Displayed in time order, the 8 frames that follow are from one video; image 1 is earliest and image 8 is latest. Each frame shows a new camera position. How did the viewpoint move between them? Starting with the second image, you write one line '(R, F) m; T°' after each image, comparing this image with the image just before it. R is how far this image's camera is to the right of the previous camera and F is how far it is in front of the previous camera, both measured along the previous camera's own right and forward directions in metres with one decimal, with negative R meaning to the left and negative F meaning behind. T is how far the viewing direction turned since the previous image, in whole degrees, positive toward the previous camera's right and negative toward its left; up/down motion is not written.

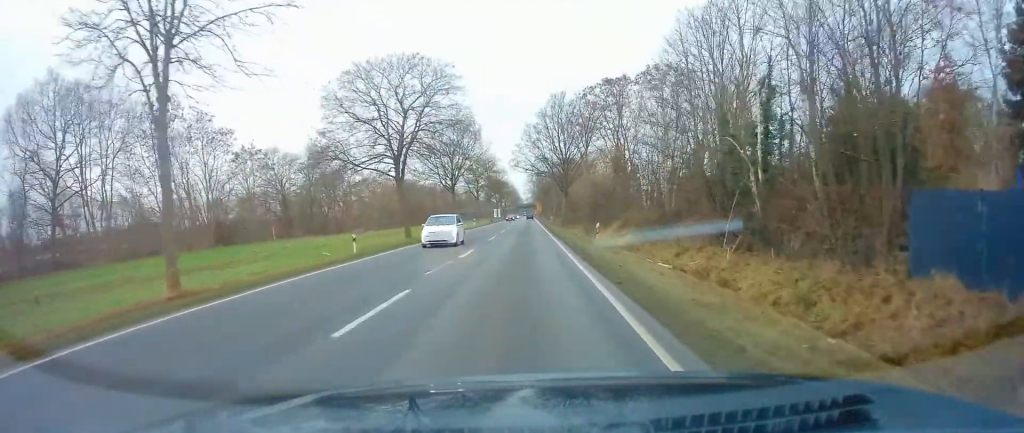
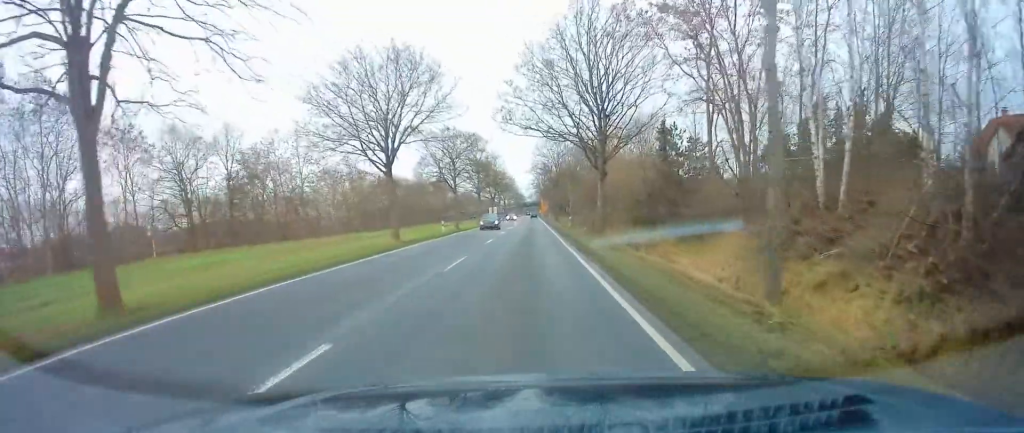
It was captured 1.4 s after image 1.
(+0.1, +29.1) m; -2°
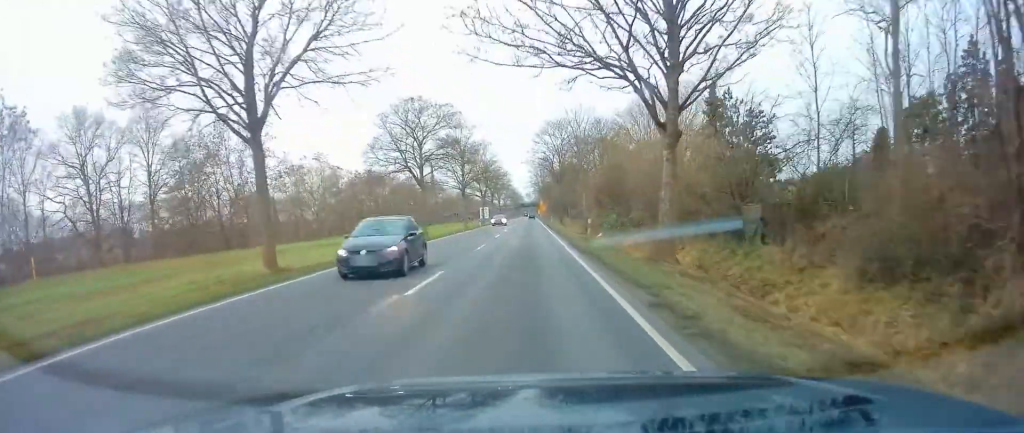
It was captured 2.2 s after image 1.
(-0.3, +16.7) m; 0°
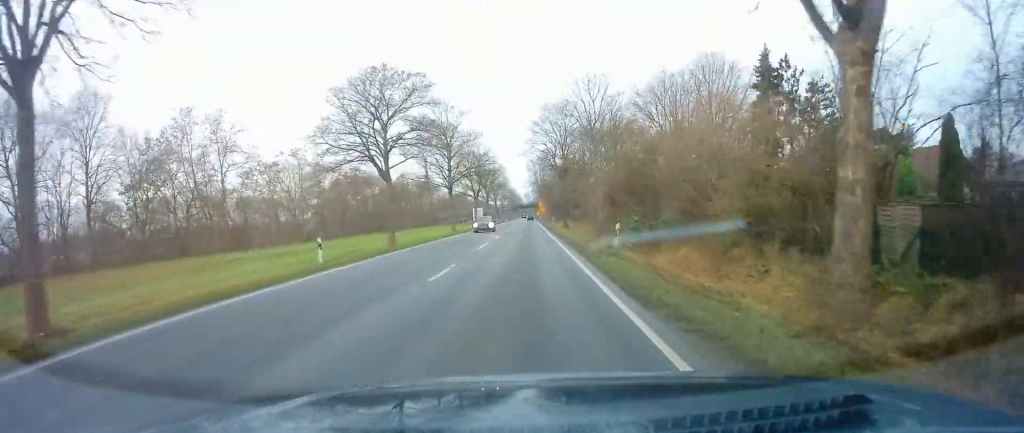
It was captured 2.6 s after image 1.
(-0.3, +10.0) m; +1°
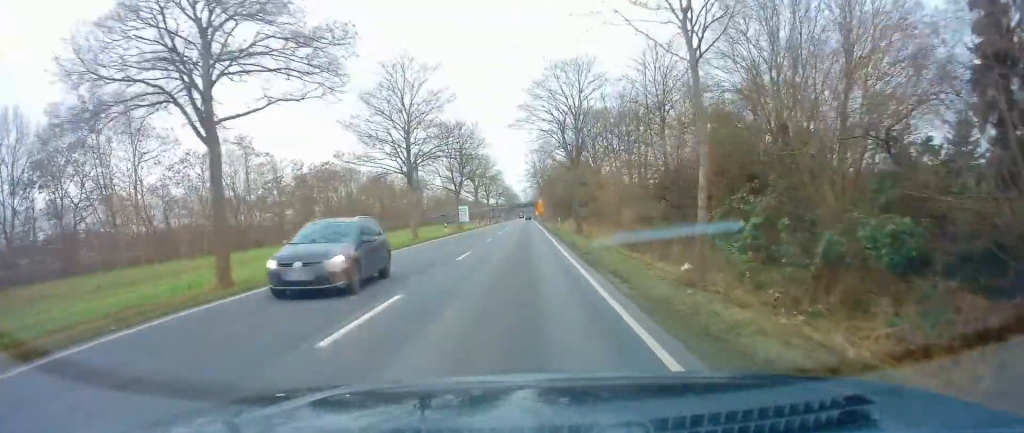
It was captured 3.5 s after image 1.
(+0.6, +18.7) m; +1°
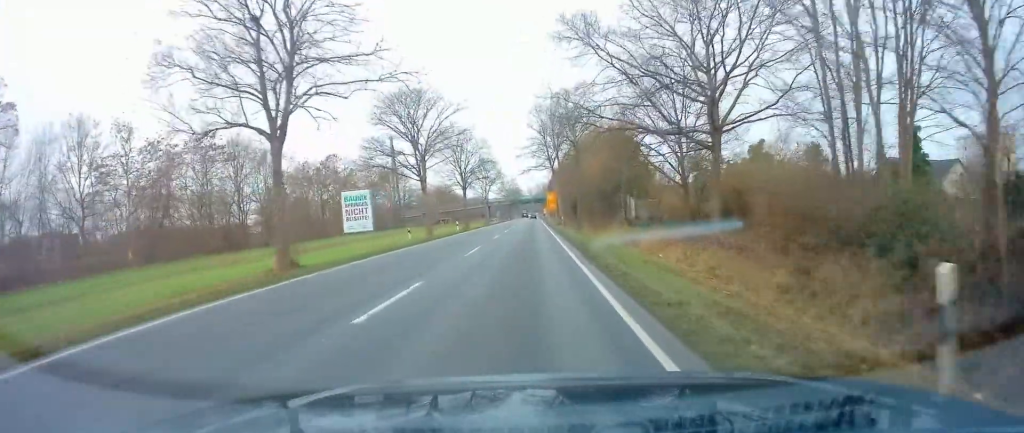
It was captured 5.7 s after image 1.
(-0.8, +46.3) m; -1°
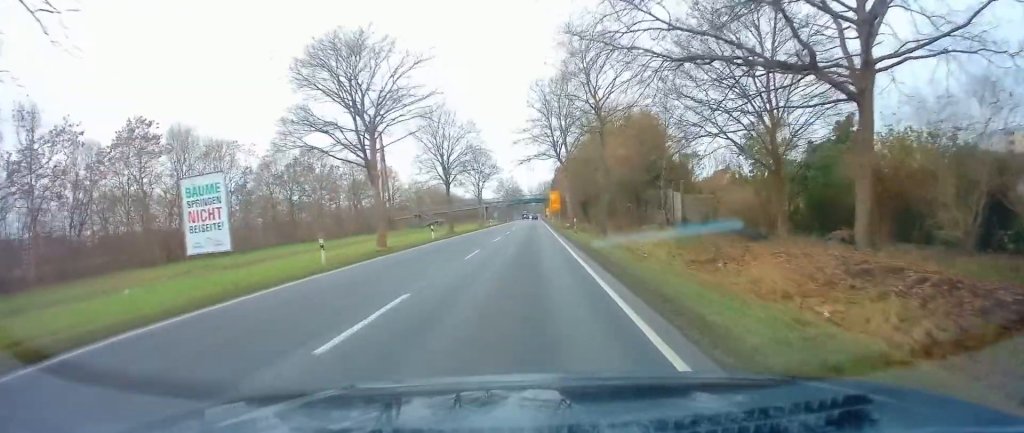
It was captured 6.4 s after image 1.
(+0.1, +13.9) m; 0°
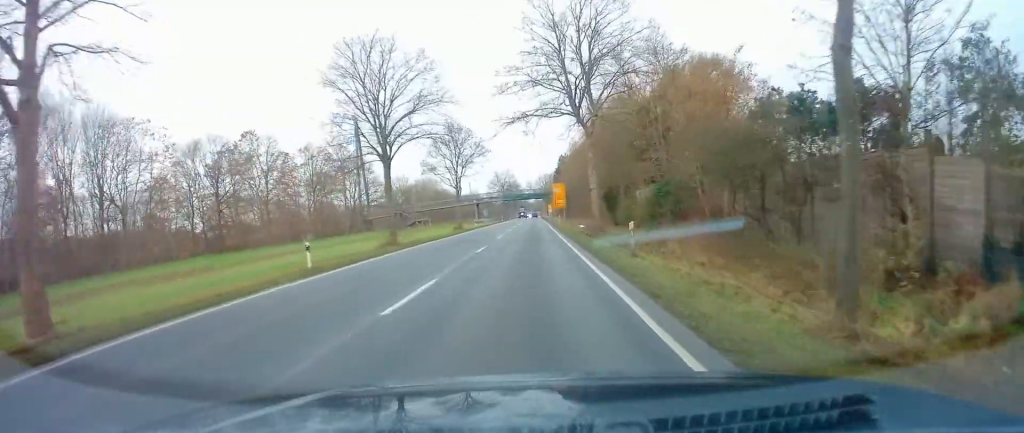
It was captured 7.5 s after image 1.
(-0.1, +21.9) m; 0°
